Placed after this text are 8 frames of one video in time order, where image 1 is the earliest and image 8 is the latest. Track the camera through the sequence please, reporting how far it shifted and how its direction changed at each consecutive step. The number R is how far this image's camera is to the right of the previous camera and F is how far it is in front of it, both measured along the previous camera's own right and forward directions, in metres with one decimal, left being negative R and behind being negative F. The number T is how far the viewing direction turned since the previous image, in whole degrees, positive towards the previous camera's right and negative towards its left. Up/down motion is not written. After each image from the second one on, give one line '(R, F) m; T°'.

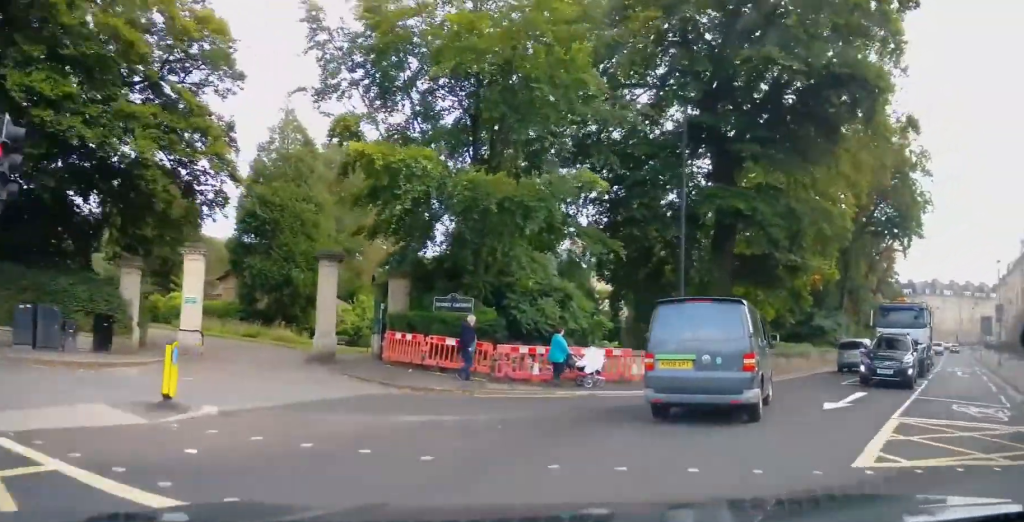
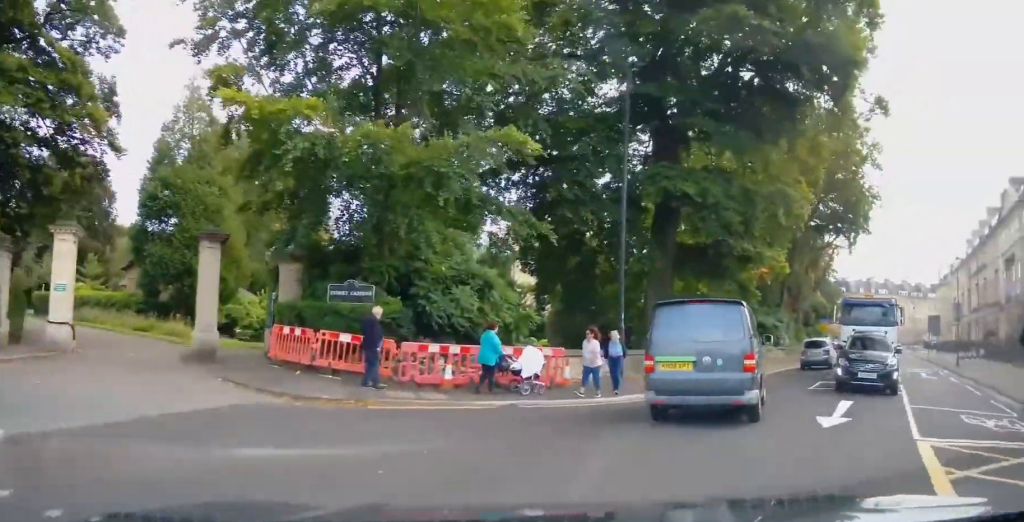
(0.0, +3.0) m; +6°
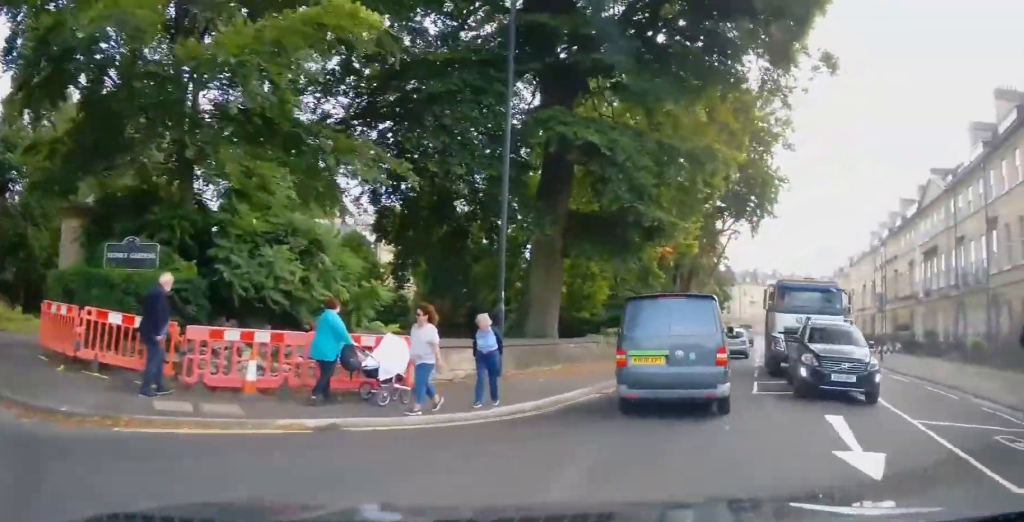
(+0.4, +4.3) m; +9°
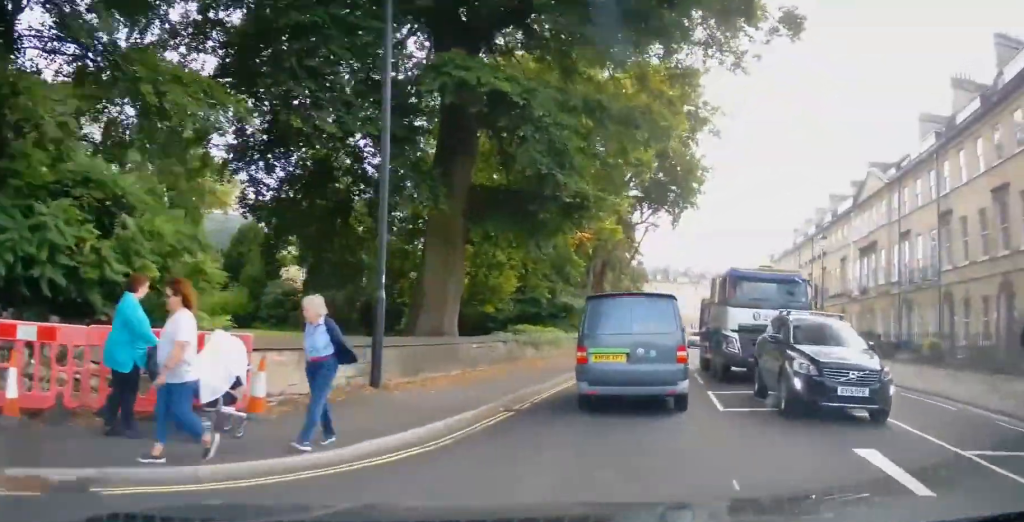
(+0.3, +3.4) m; +7°
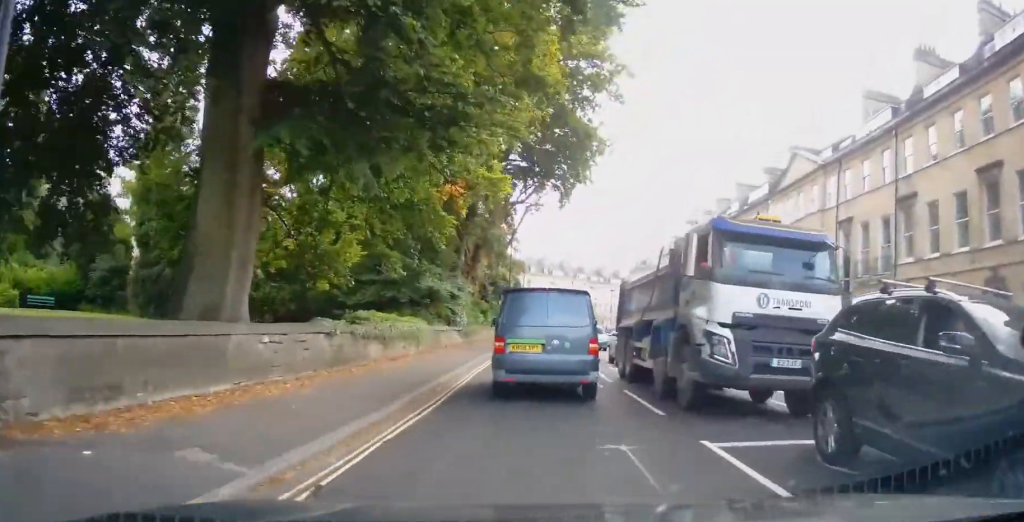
(+0.9, +7.1) m; +12°
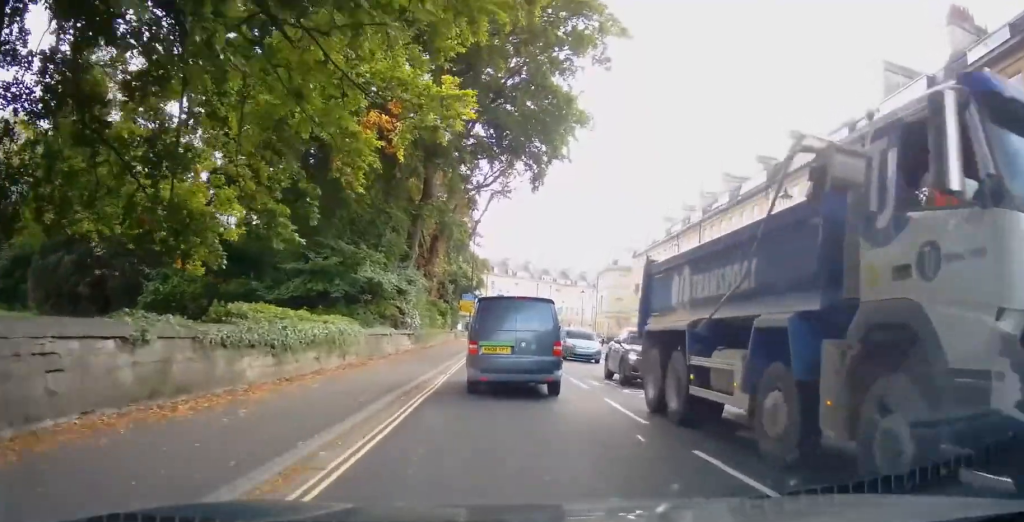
(+0.4, +6.6) m; +3°
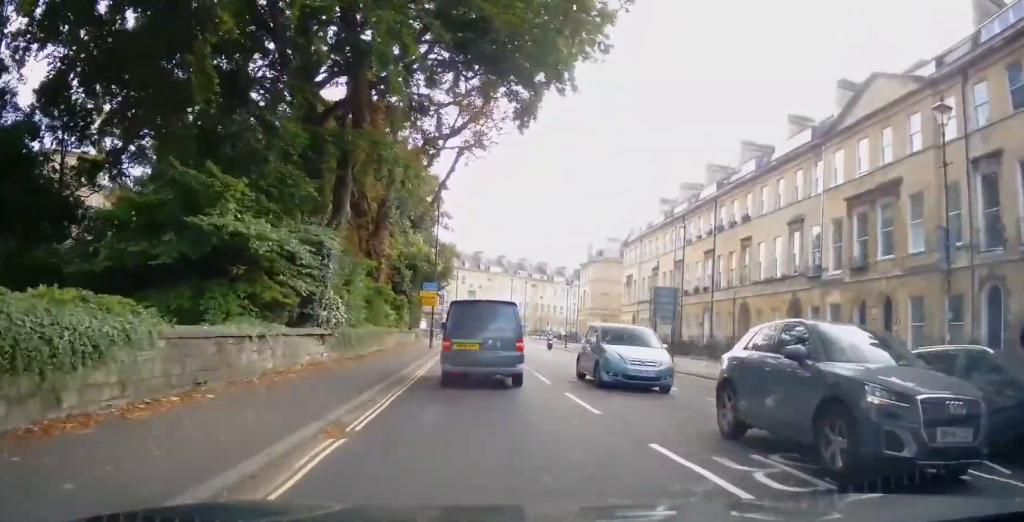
(+0.1, +10.4) m; +2°
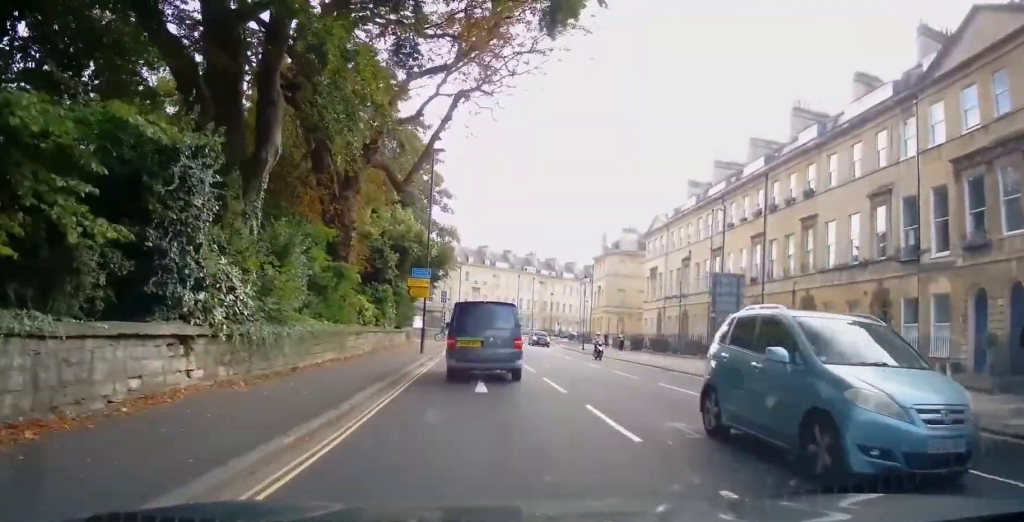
(+0.2, +7.9) m; 0°
